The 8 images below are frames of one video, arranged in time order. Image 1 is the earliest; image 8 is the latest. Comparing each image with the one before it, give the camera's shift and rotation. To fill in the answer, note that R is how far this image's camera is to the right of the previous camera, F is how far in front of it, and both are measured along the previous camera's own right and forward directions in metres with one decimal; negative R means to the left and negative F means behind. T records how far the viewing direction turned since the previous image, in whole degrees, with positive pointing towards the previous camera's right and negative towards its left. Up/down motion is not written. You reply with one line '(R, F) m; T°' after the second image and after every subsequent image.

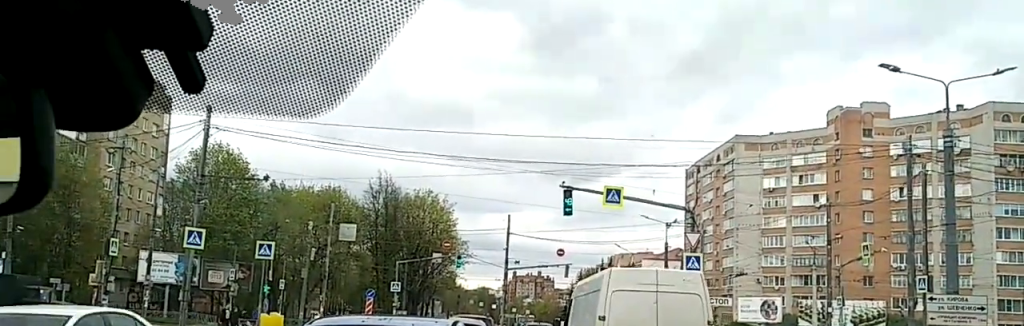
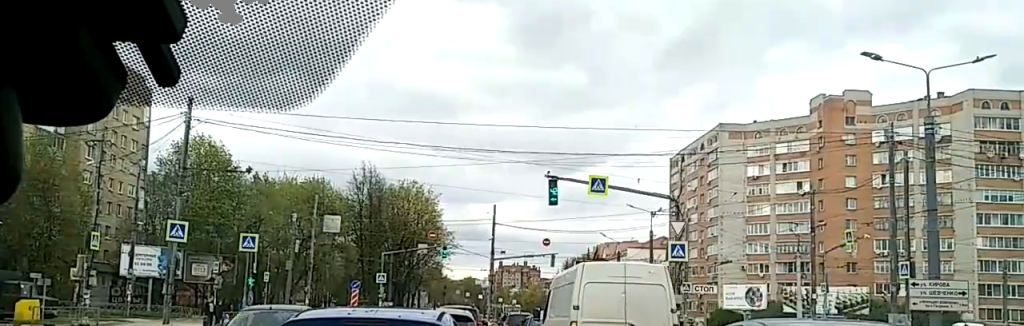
(0.0, 0.0) m; 0°
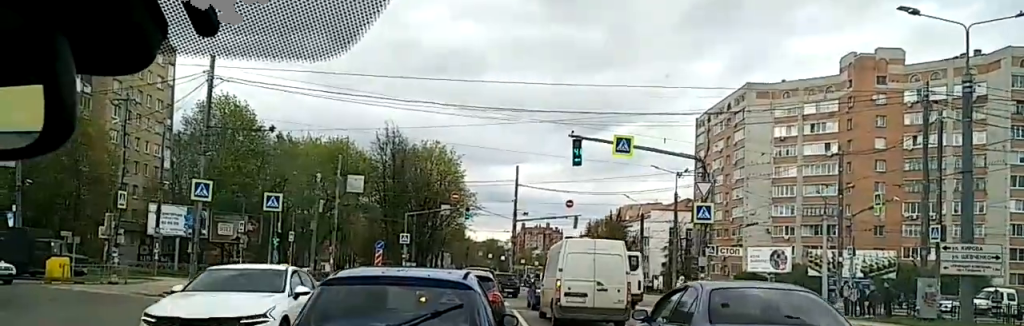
(0.0, 0.0) m; 0°
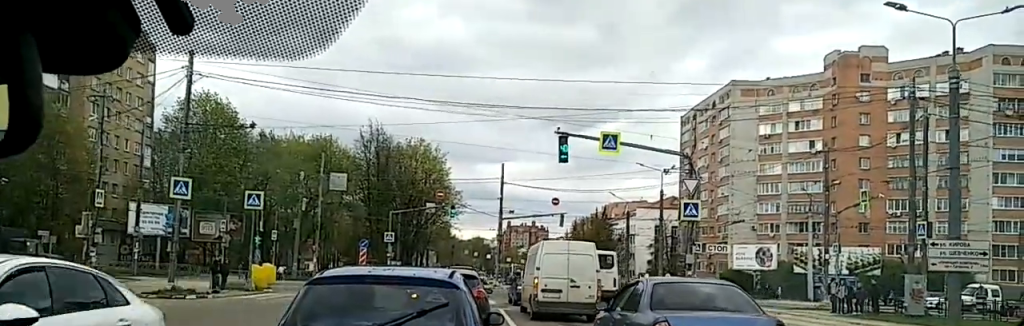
(0.0, 0.0) m; 0°
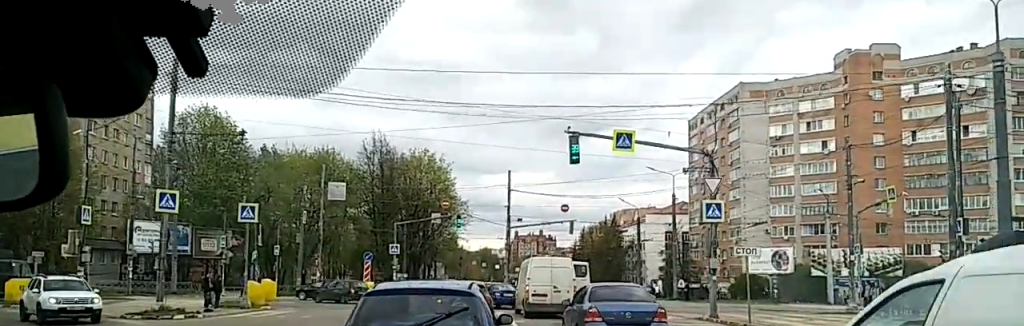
(0.0, 0.0) m; 0°
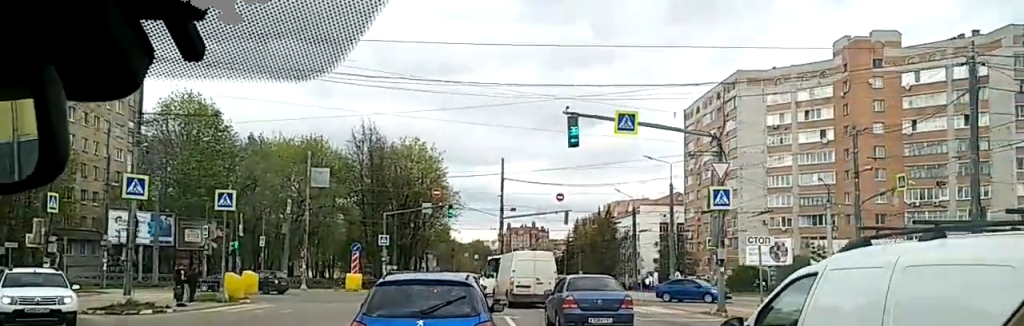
(0.0, 0.0) m; 0°
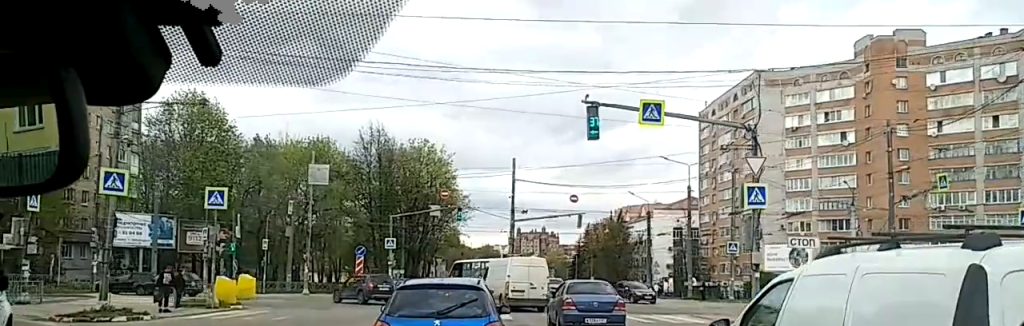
(0.0, +1.9) m; +1°
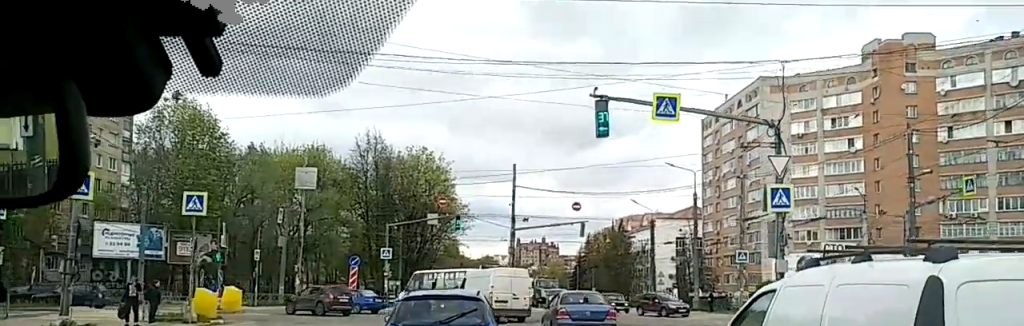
(0.0, +2.6) m; +1°
